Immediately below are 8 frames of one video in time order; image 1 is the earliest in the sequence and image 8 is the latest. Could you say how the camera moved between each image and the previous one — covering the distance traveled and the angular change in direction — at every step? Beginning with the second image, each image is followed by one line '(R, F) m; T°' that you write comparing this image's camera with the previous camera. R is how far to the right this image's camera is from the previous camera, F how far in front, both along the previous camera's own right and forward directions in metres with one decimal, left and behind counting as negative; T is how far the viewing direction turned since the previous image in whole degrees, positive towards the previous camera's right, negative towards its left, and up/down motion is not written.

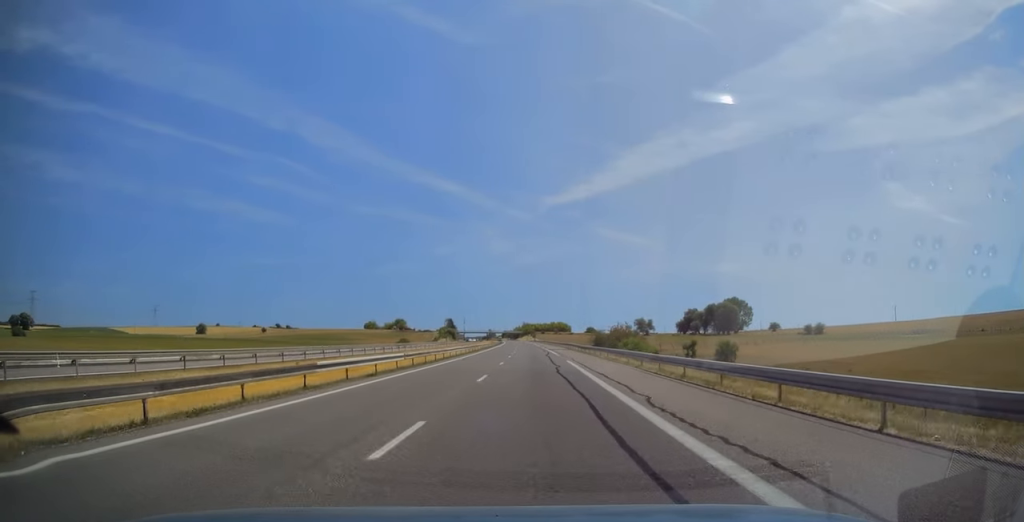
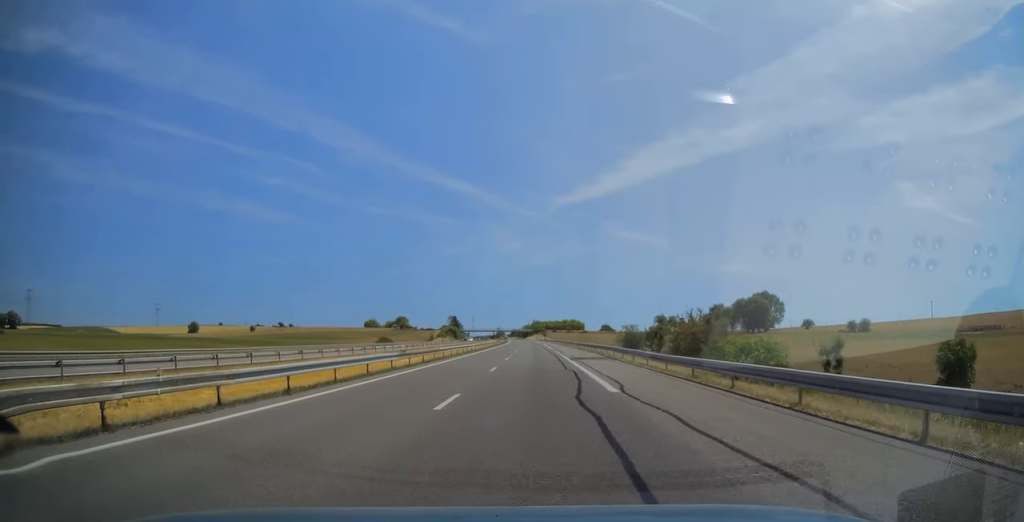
(-0.1, +33.2) m; -1°
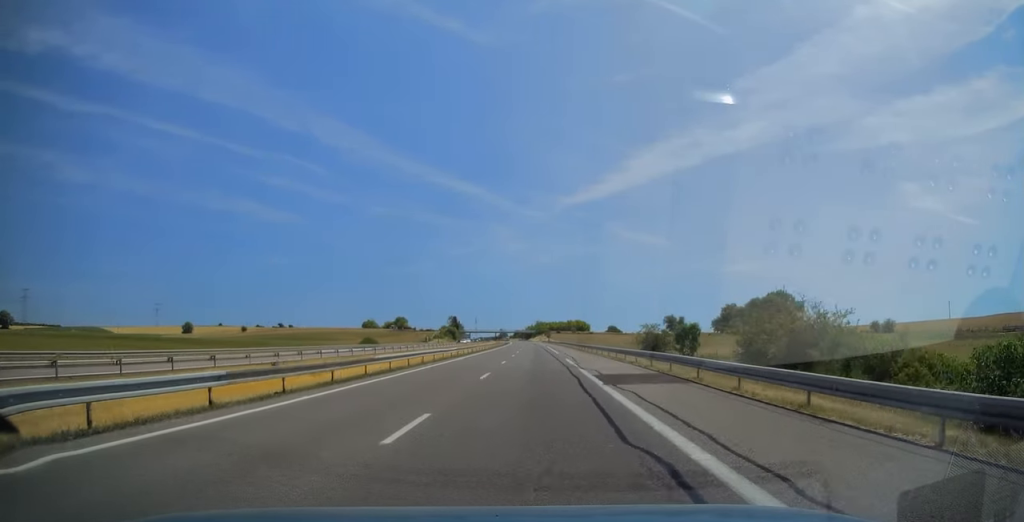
(-0.2, +16.3) m; 0°
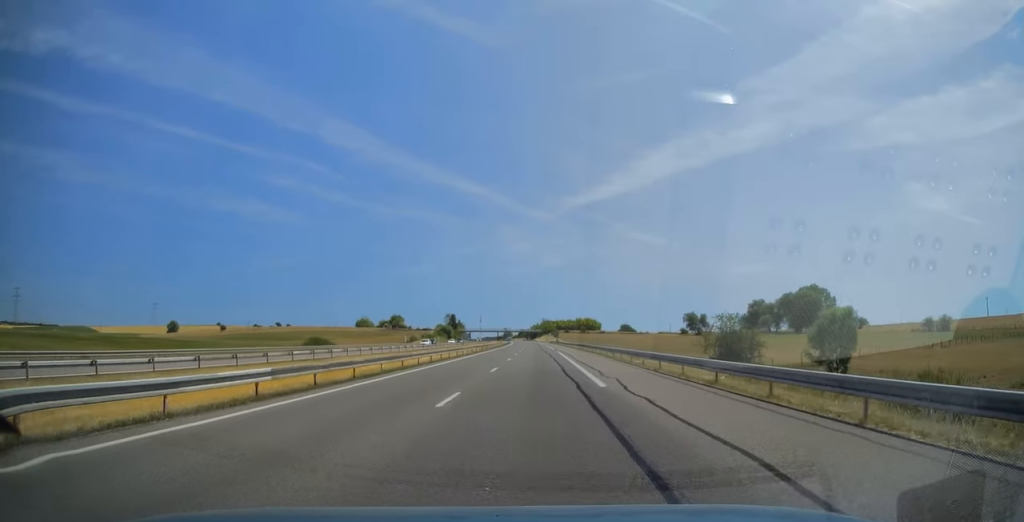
(-0.3, +33.7) m; 0°
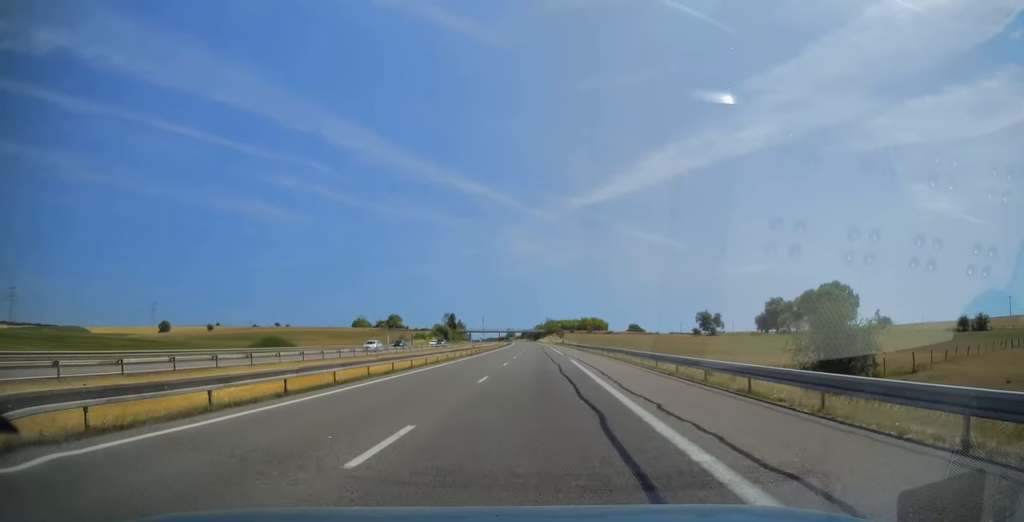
(0.0, +18.4) m; 0°
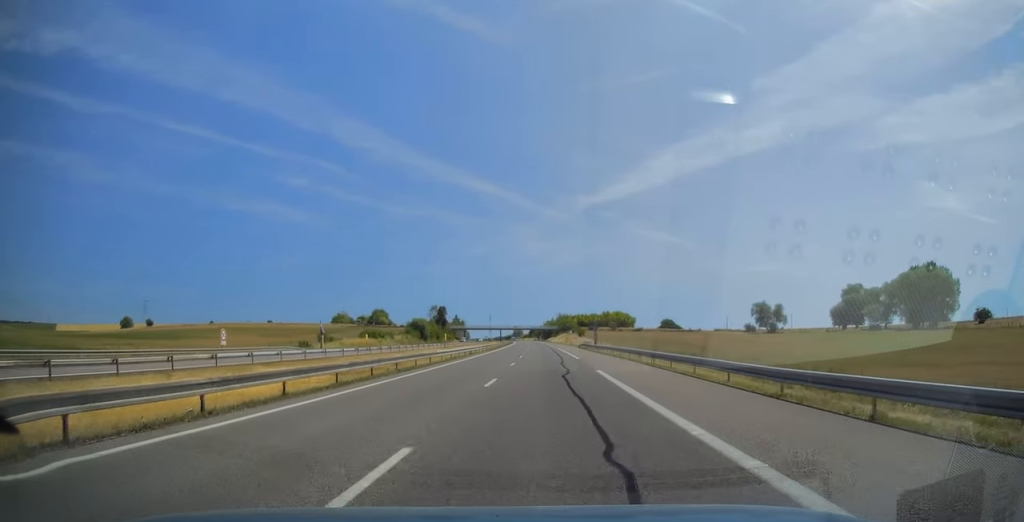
(-0.3, +64.9) m; -1°
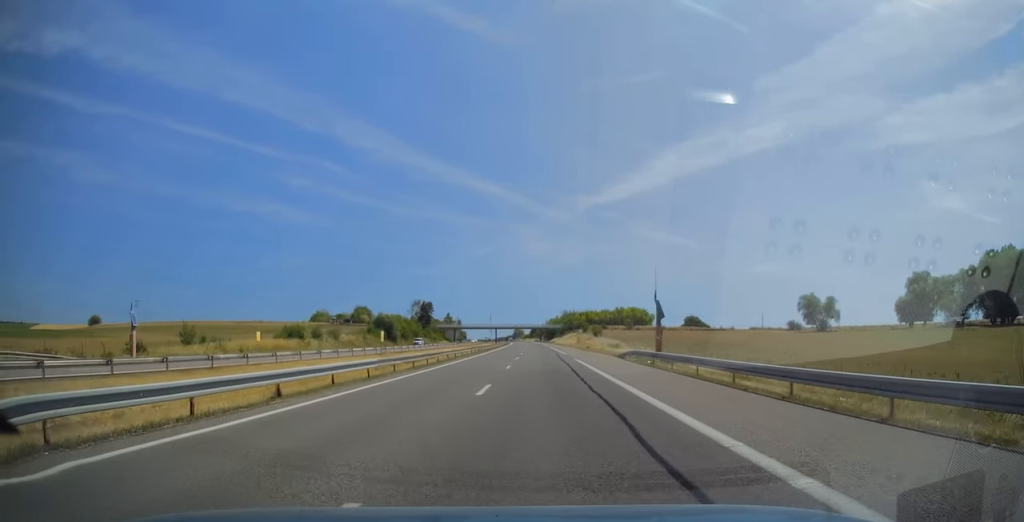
(-0.4, +40.3) m; -1°
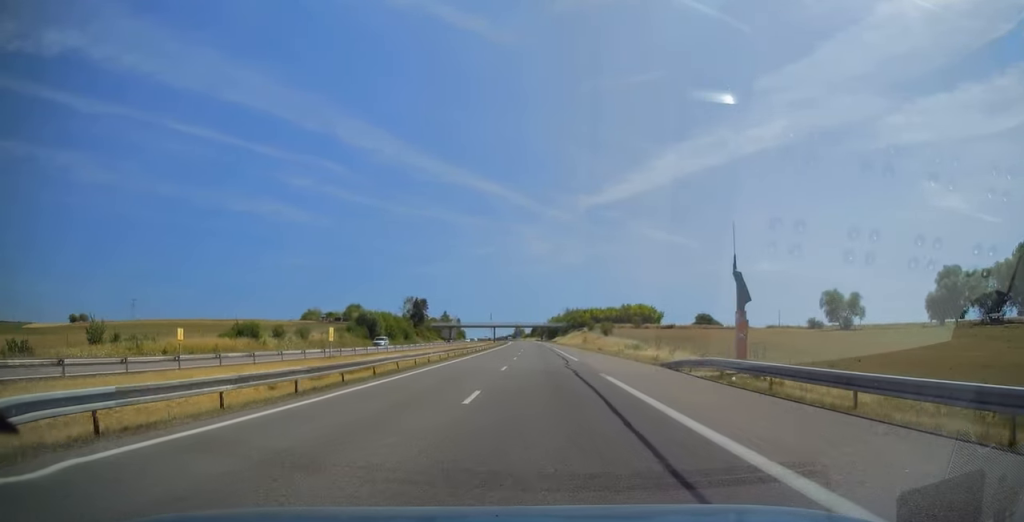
(0.0, +14.8) m; 0°
